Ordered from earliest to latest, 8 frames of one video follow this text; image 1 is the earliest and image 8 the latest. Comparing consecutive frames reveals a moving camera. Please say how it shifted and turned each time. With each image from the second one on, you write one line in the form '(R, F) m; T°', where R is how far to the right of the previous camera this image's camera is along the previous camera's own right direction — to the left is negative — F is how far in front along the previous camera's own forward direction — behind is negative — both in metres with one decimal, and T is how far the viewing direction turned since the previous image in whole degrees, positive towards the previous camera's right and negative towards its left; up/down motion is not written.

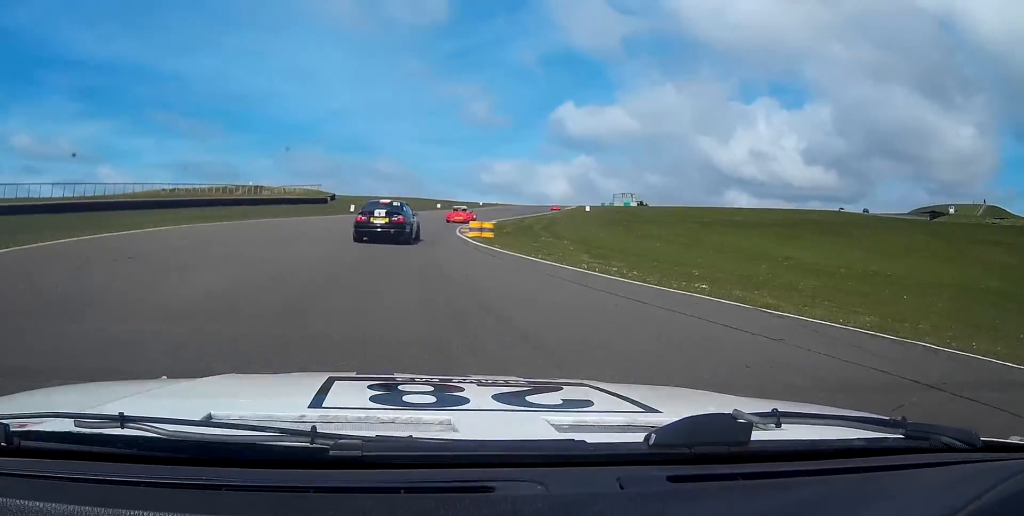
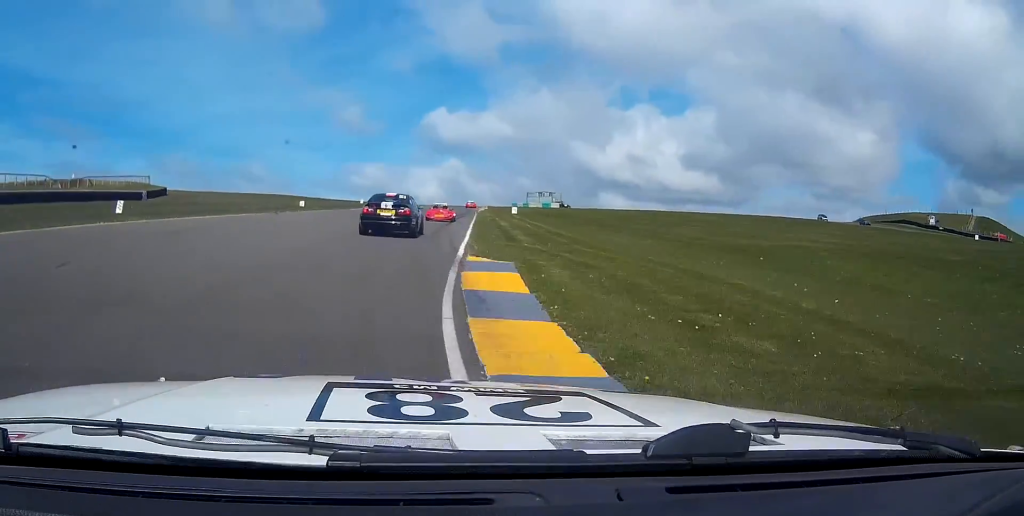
(+3.6, +41.0) m; +9°
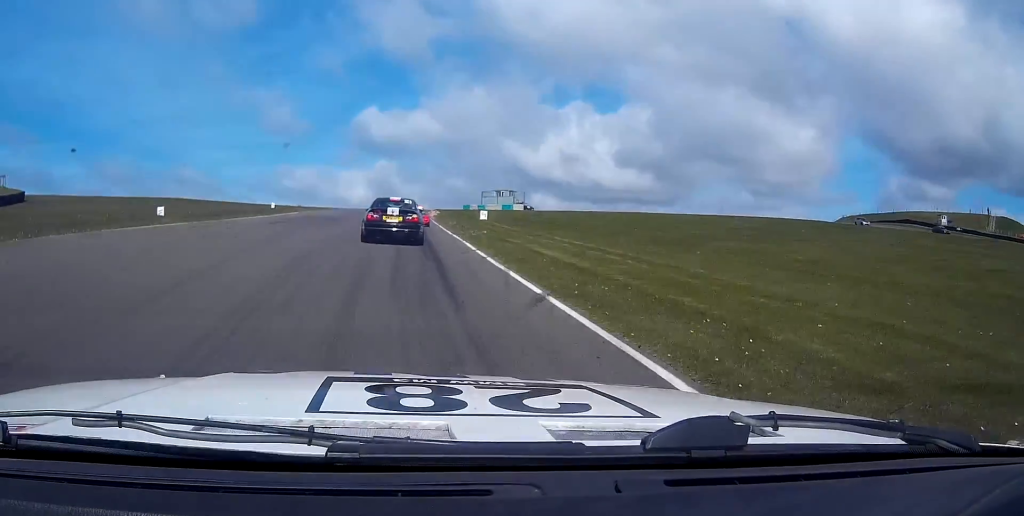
(+1.4, +28.5) m; +5°
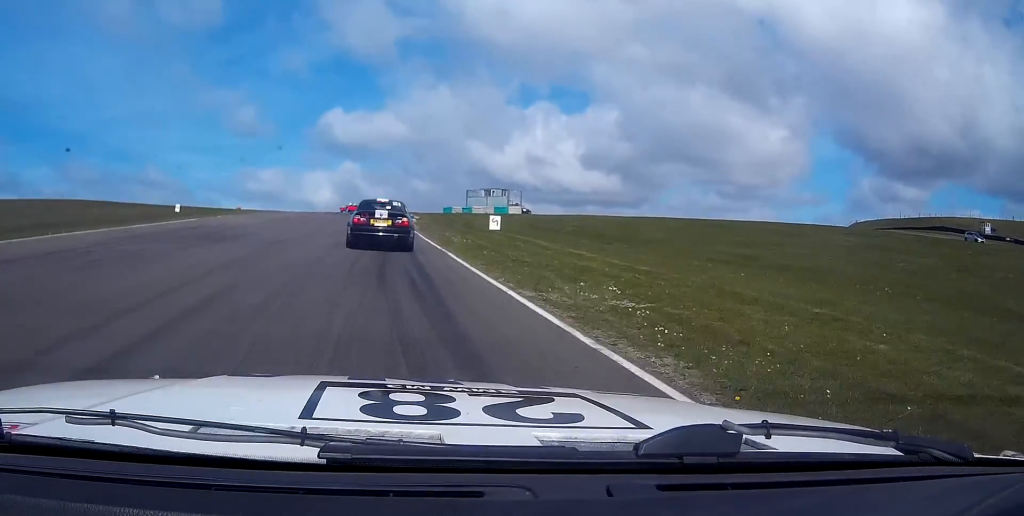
(+1.1, +25.5) m; +2°
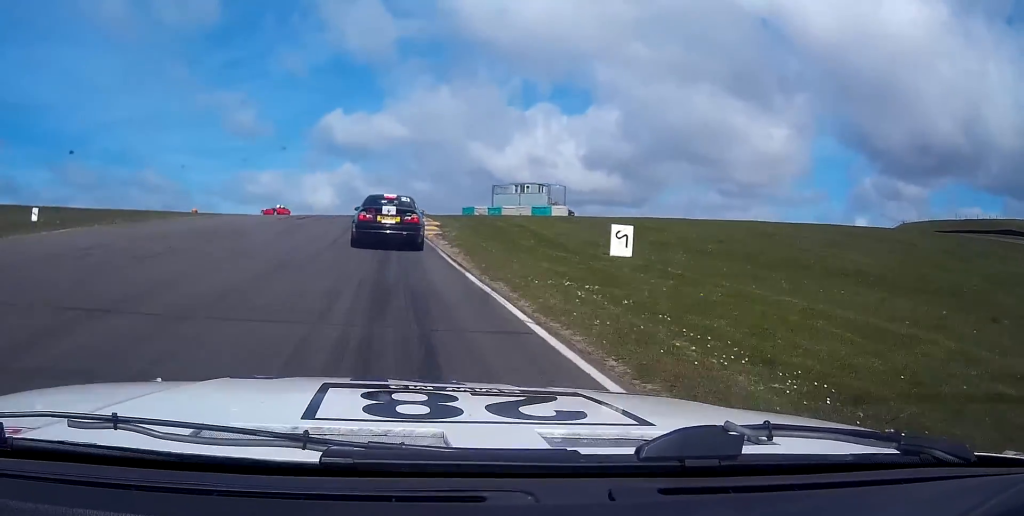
(+0.4, +23.5) m; +1°
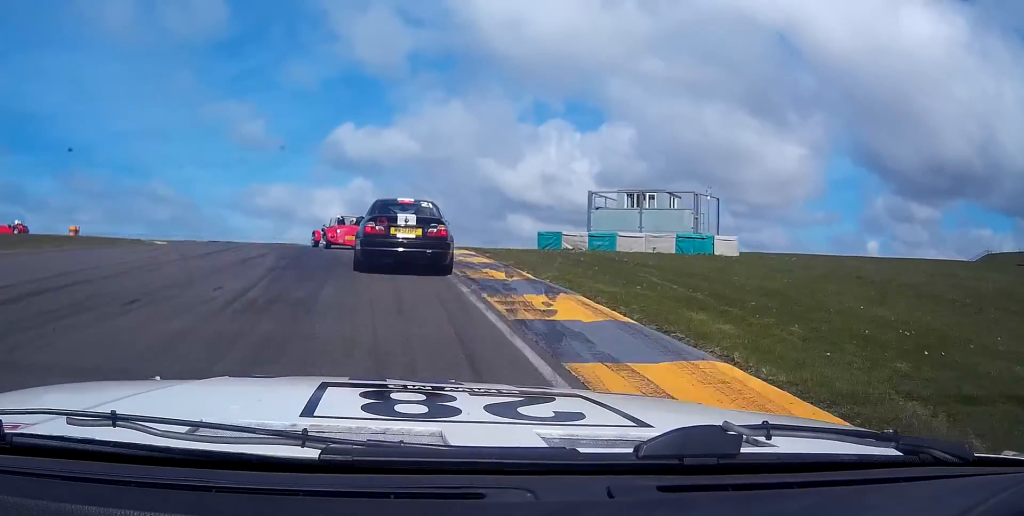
(+0.1, +33.3) m; -1°
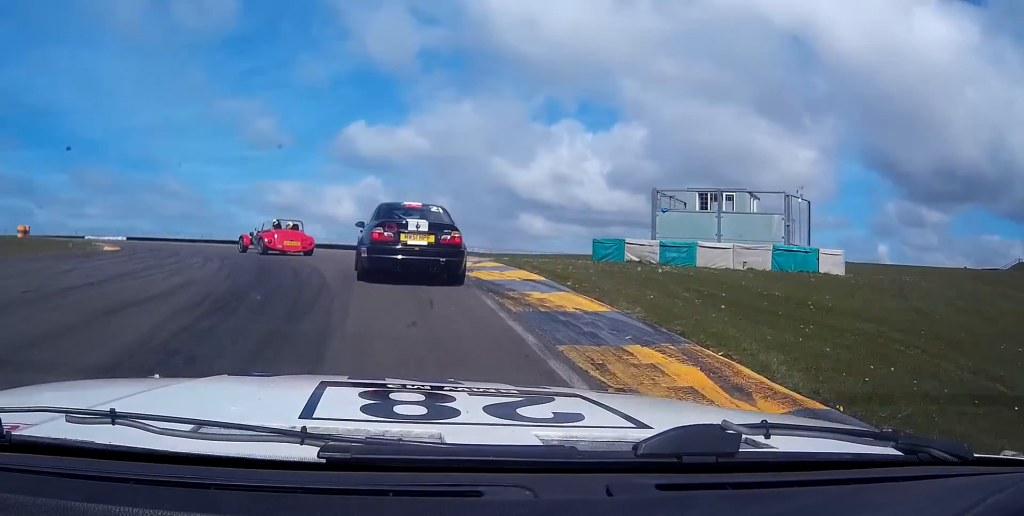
(-0.2, +8.3) m; -3°
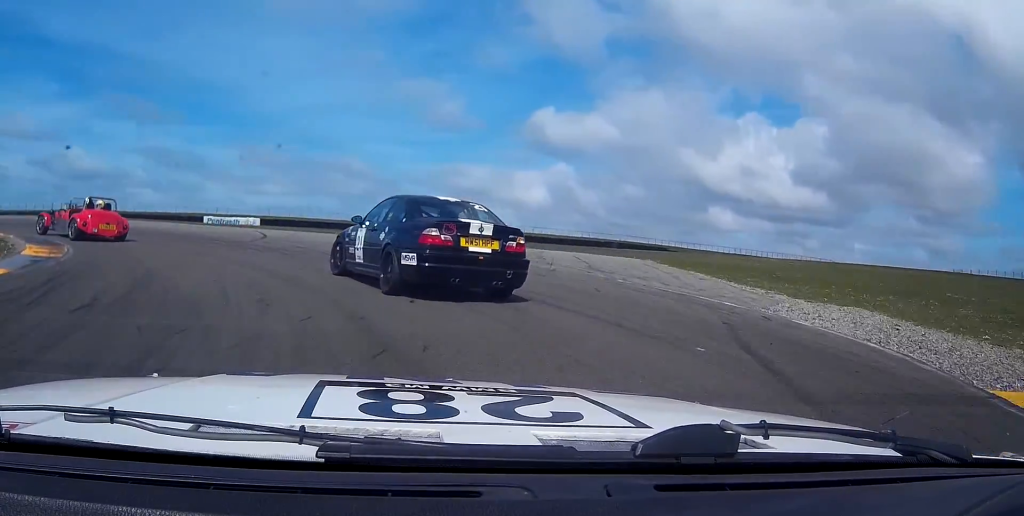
(-1.5, +18.9) m; -18°
